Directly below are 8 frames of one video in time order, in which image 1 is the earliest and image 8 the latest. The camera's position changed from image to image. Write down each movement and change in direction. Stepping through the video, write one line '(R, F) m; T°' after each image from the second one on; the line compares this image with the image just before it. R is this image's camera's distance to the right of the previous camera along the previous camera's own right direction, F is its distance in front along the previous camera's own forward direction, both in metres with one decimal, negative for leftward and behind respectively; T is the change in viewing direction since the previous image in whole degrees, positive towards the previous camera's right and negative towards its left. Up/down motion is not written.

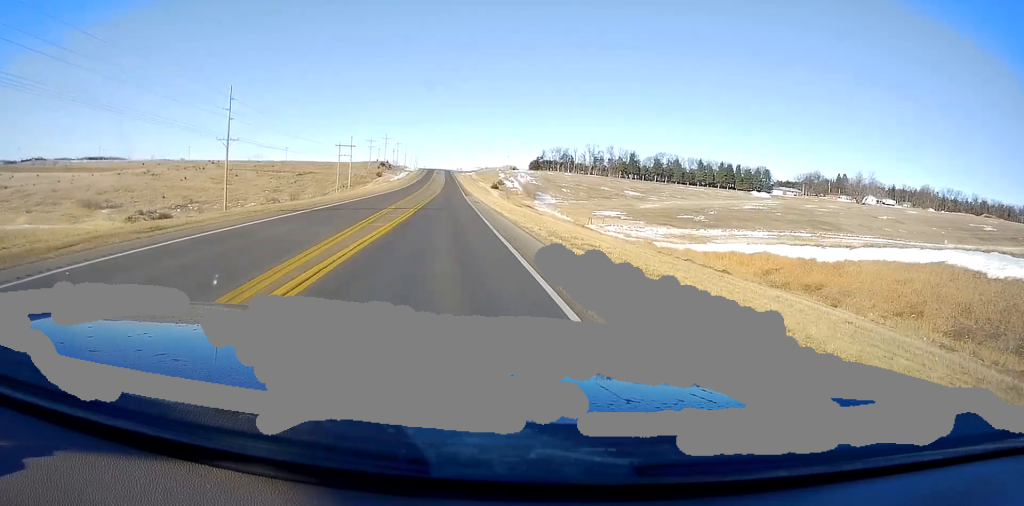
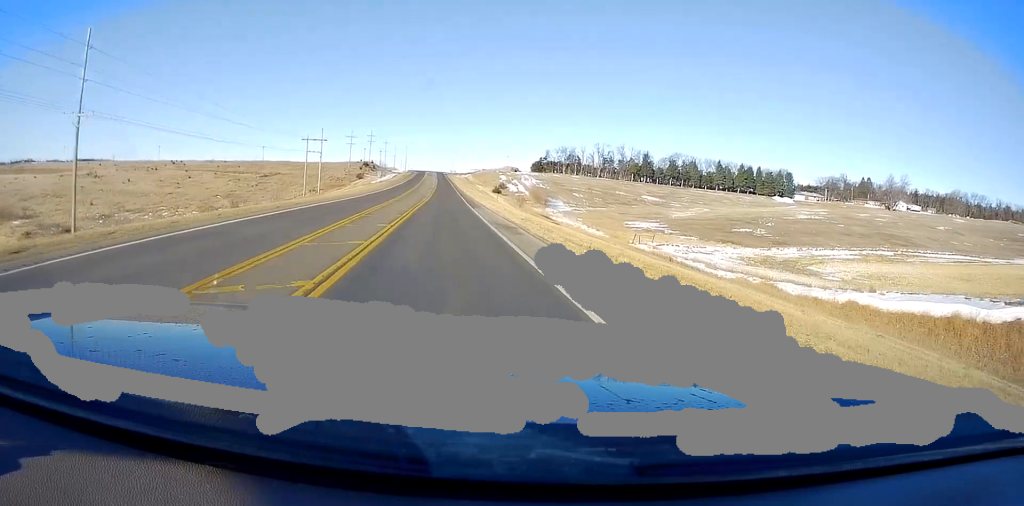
(-0.3, +31.6) m; -1°
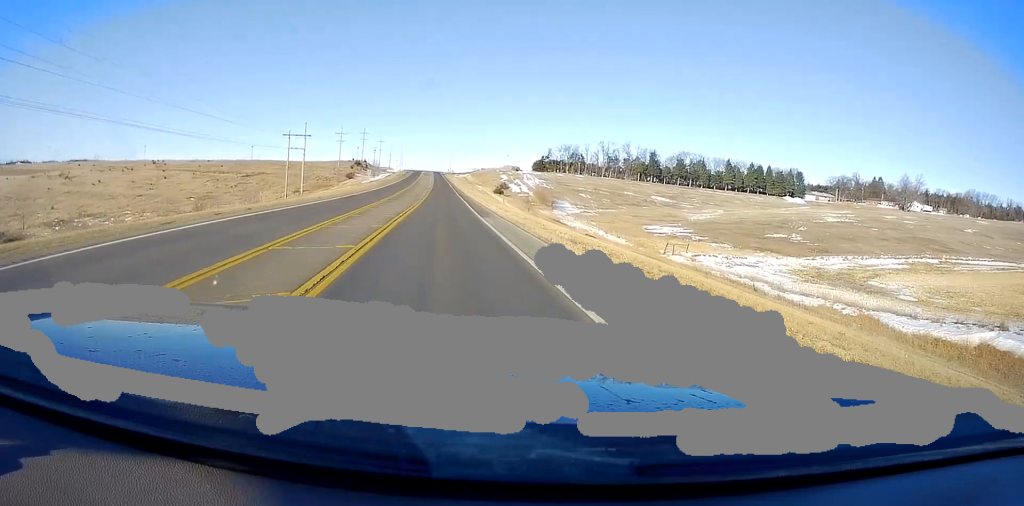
(0.0, +13.5) m; 0°
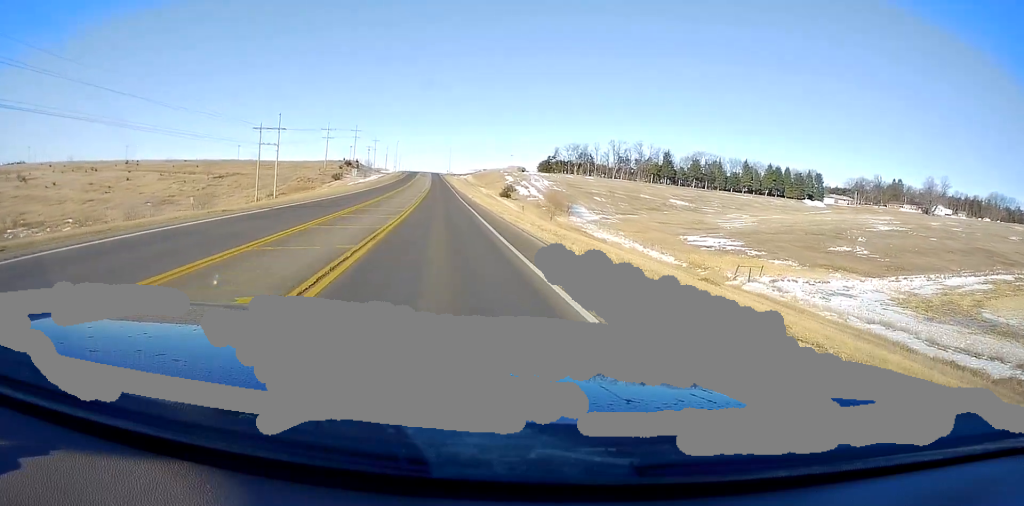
(0.0, +18.6) m; 0°
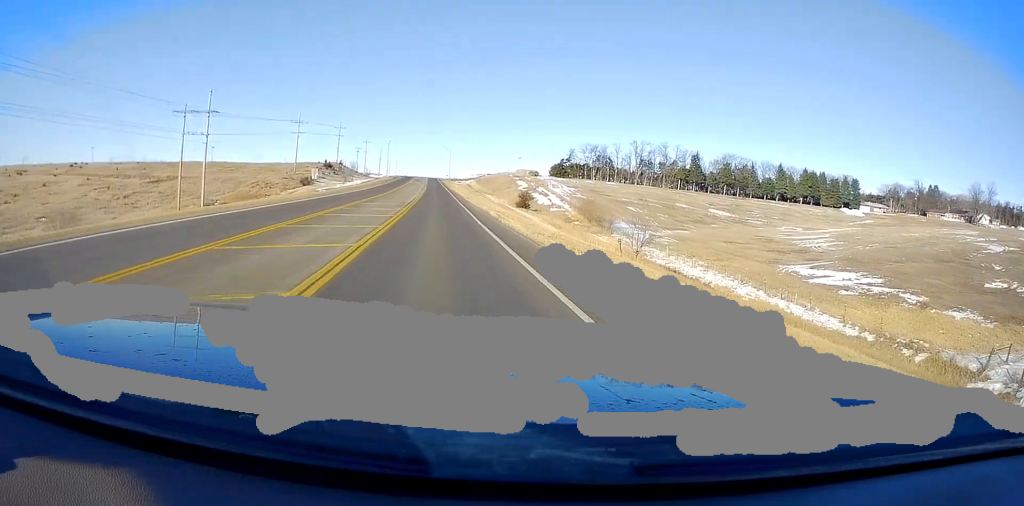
(+0.3, +30.8) m; +2°
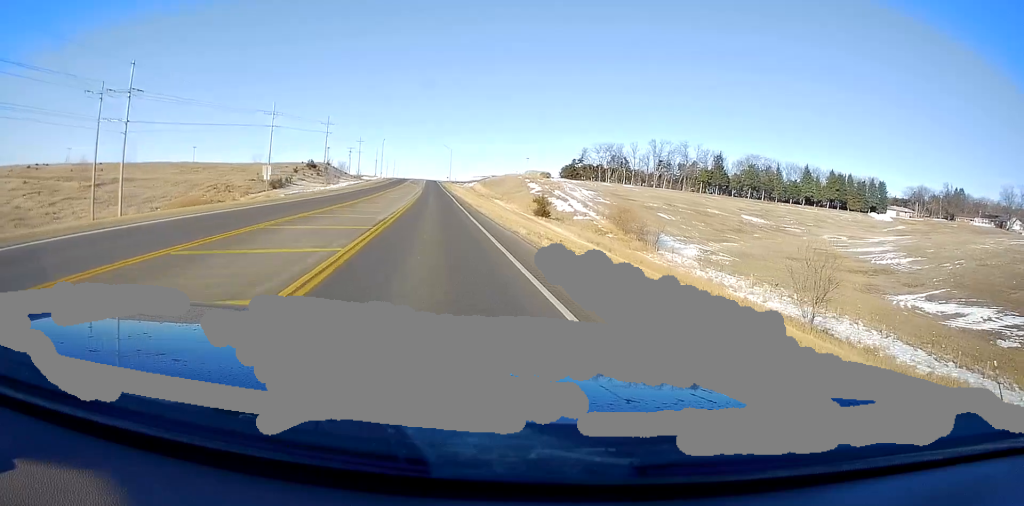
(+0.2, +19.4) m; +1°
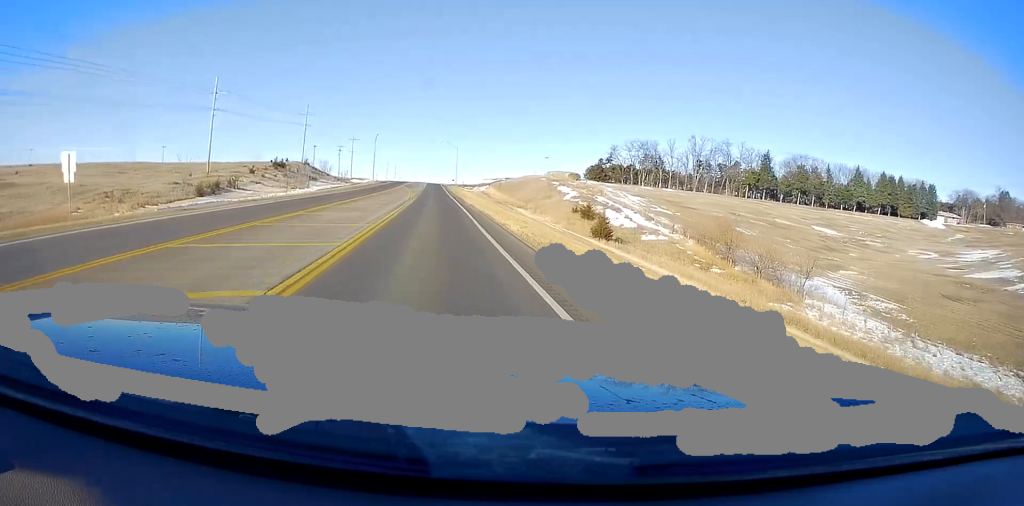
(+0.5, +29.4) m; 0°
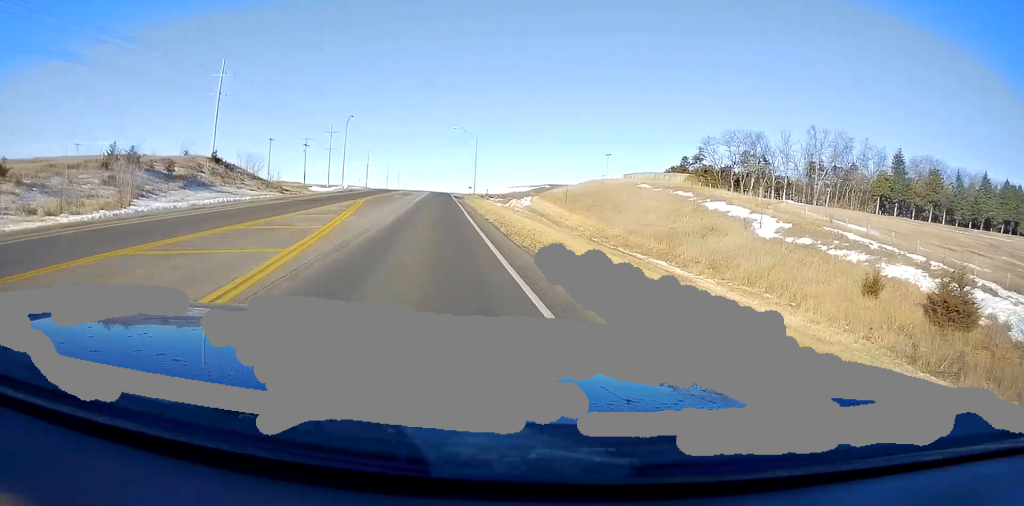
(-0.9, +55.4) m; -2°
